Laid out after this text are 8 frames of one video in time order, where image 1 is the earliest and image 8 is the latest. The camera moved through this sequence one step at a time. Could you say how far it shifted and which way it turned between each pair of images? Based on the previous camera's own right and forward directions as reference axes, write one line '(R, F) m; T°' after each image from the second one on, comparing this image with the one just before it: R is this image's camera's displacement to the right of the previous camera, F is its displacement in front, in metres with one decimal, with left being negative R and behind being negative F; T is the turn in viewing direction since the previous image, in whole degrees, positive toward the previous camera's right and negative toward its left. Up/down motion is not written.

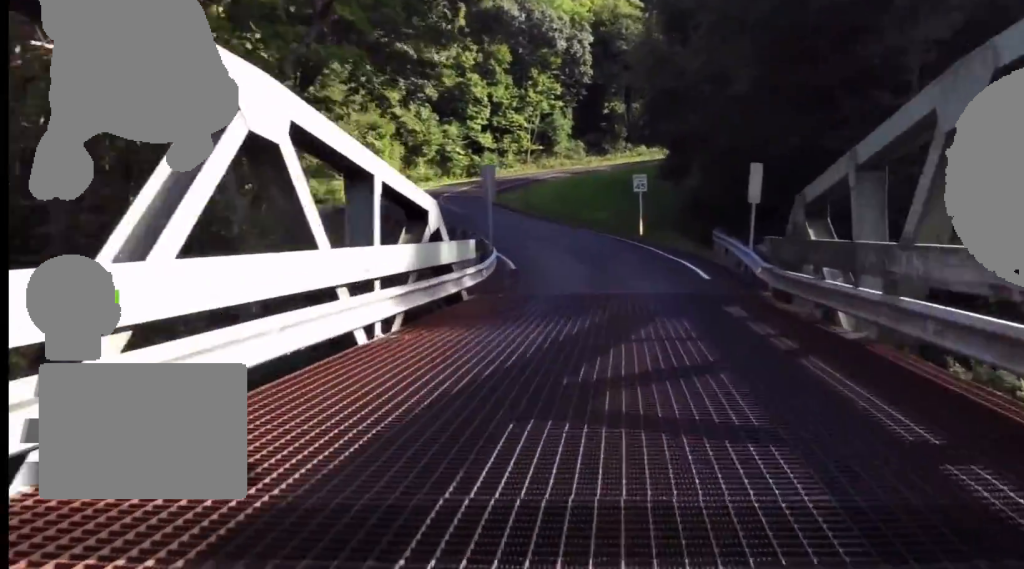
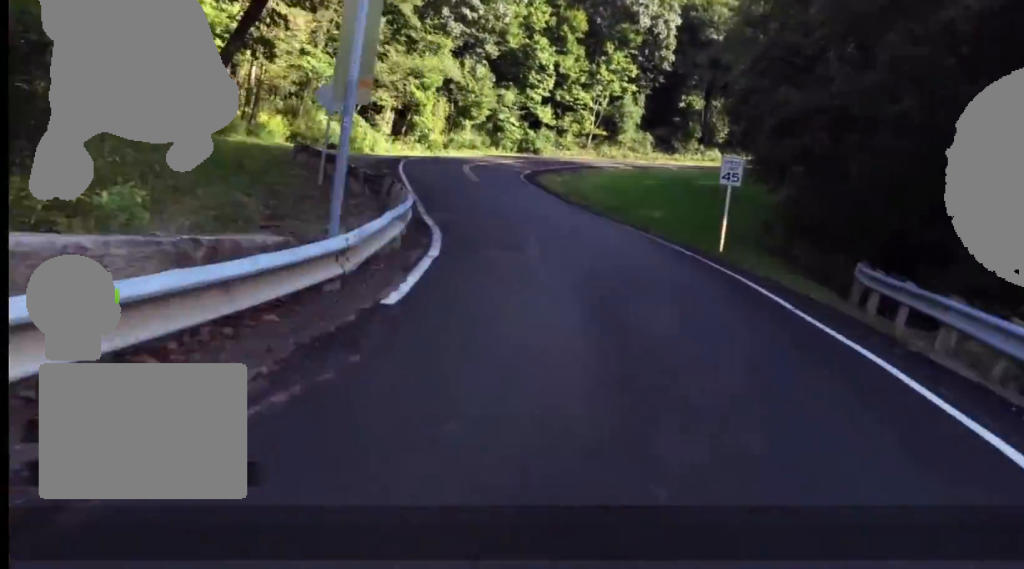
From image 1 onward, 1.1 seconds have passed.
(-0.2, +12.2) m; -5°
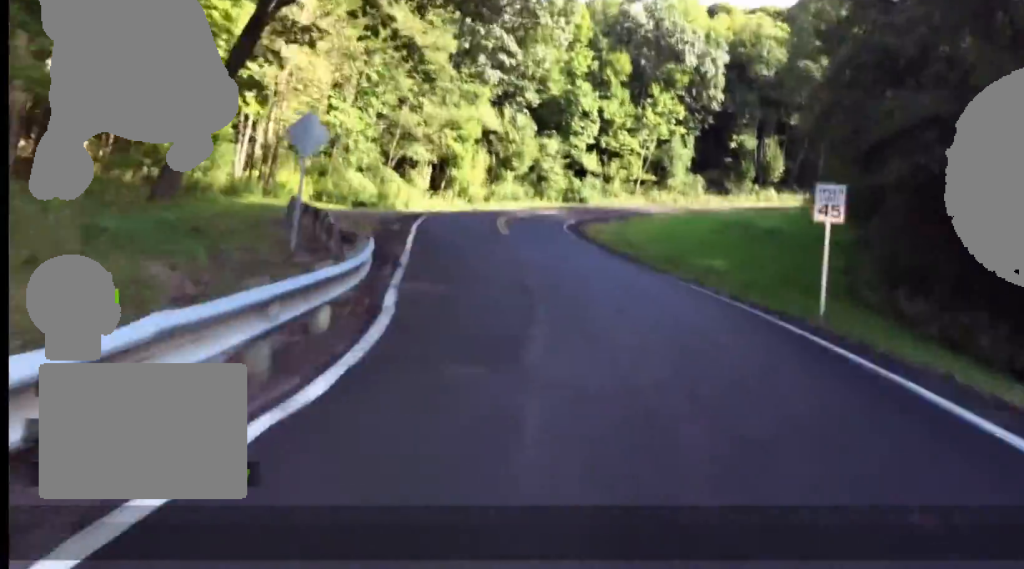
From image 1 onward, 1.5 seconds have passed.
(-0.1, +5.3) m; -4°
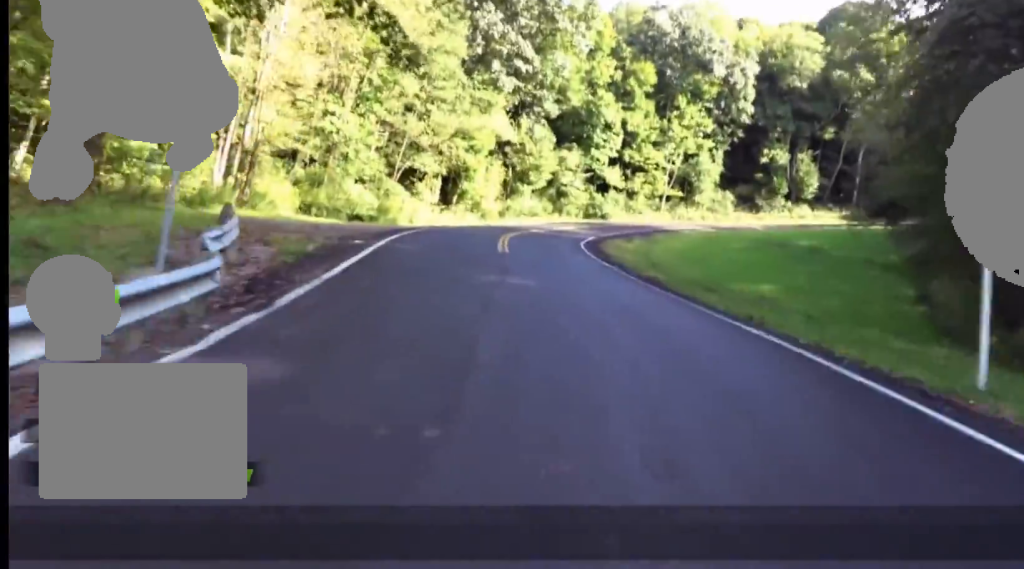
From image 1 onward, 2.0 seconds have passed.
(-0.3, +5.8) m; -5°
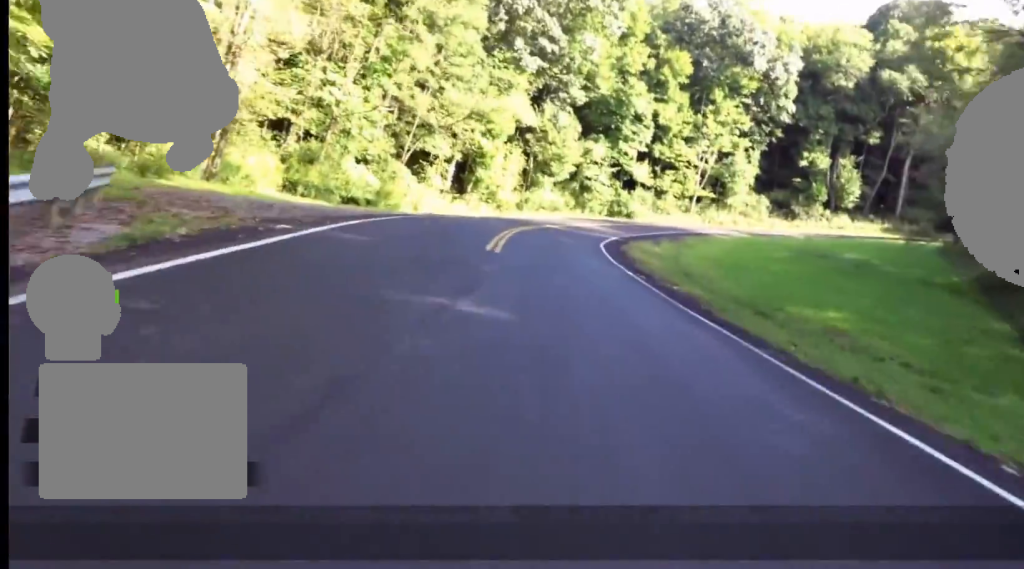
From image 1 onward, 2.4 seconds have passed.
(+0.2, +5.3) m; -5°
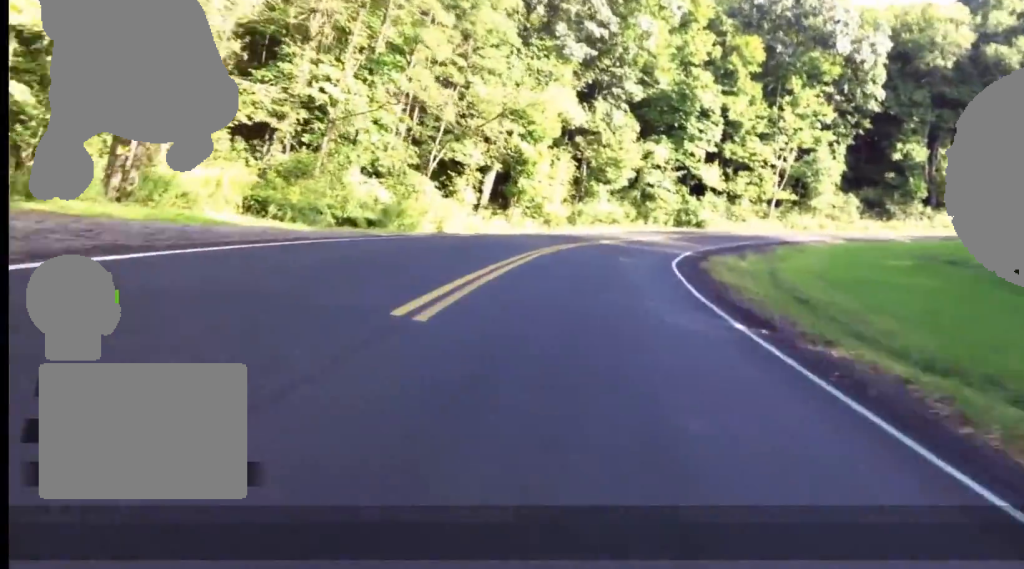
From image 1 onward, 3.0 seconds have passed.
(-1.0, +9.8) m; -2°
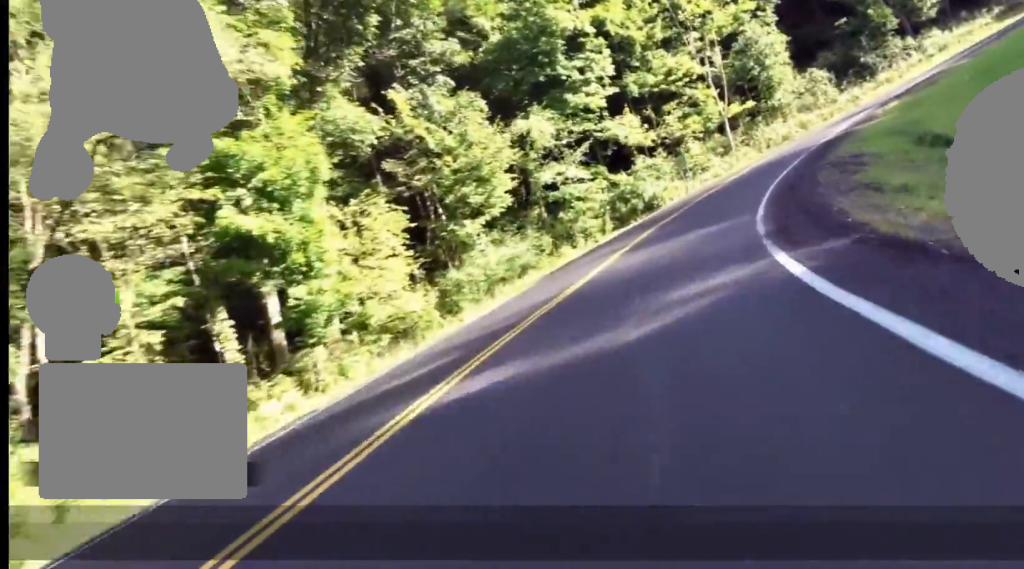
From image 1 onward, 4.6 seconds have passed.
(+2.2, +22.9) m; +21°
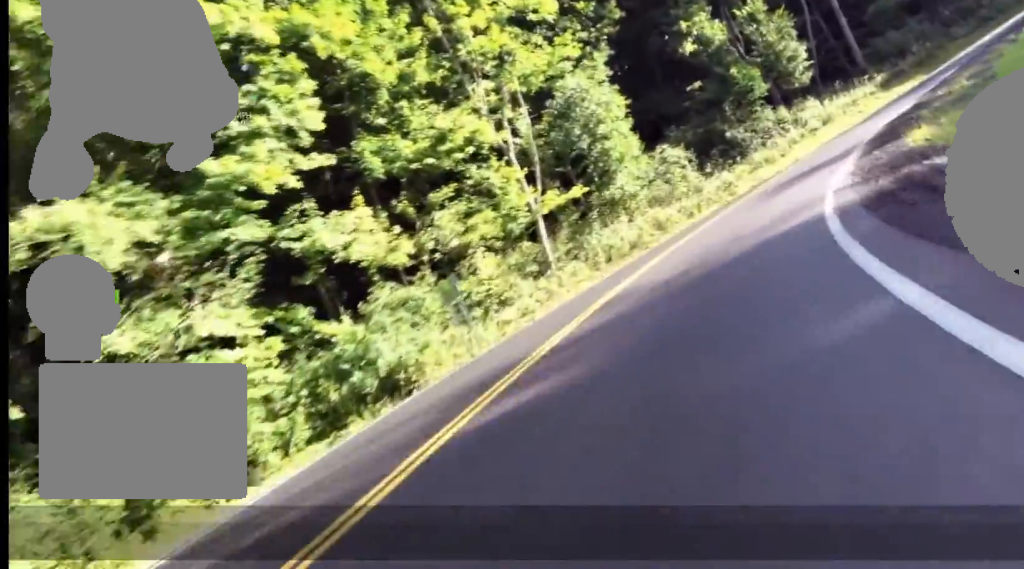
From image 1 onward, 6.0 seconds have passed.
(+4.2, +19.0) m; +15°
